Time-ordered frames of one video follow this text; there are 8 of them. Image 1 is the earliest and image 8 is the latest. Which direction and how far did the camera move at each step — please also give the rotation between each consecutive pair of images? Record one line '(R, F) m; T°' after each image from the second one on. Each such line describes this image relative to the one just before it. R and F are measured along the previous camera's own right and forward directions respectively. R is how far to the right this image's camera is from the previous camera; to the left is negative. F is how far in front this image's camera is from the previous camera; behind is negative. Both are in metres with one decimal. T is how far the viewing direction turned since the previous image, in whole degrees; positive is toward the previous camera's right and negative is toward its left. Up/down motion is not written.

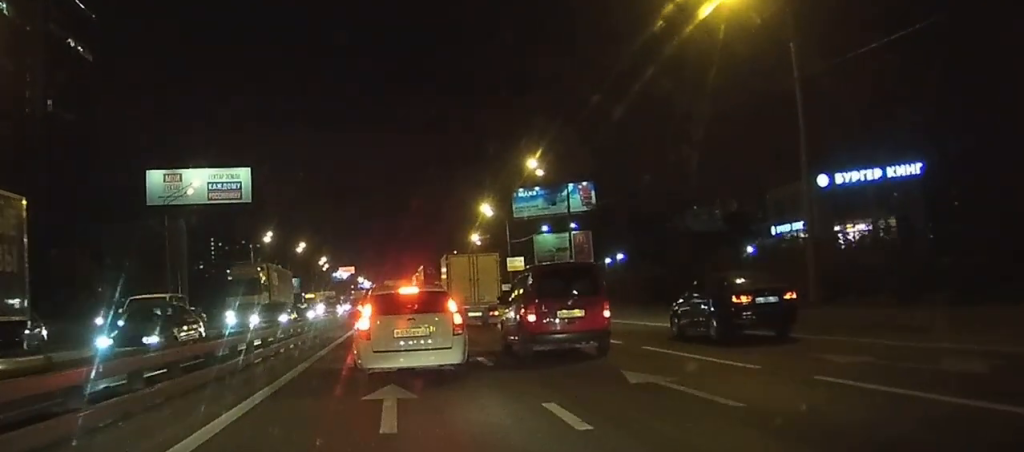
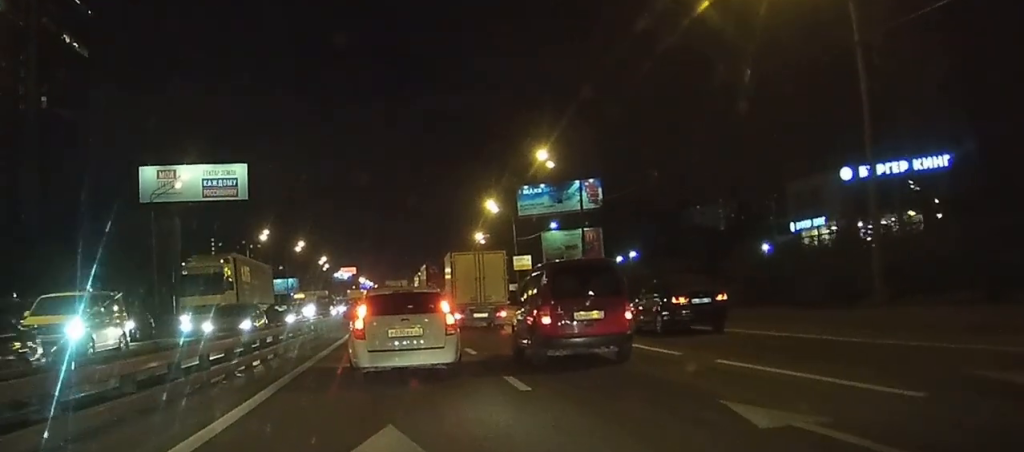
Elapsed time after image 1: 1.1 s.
(+0.1, +4.2) m; +3°
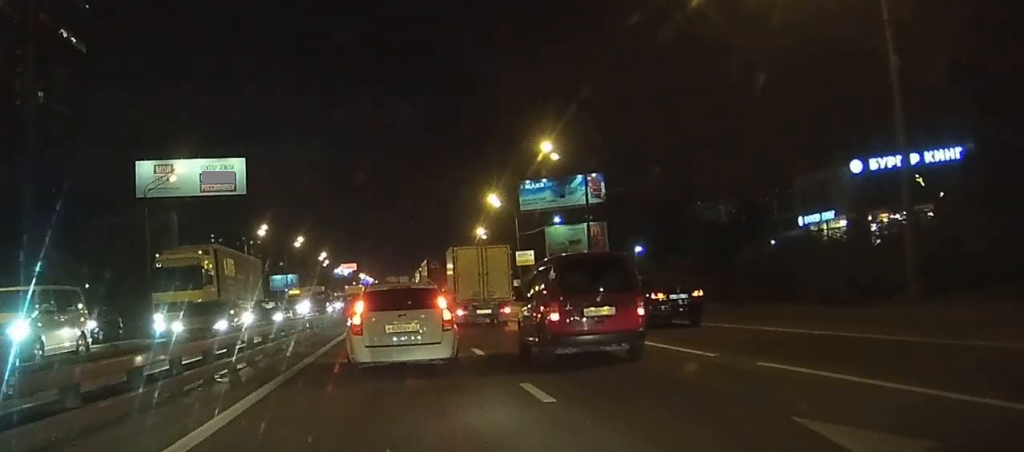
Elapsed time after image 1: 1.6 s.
(+0.1, +1.8) m; 0°
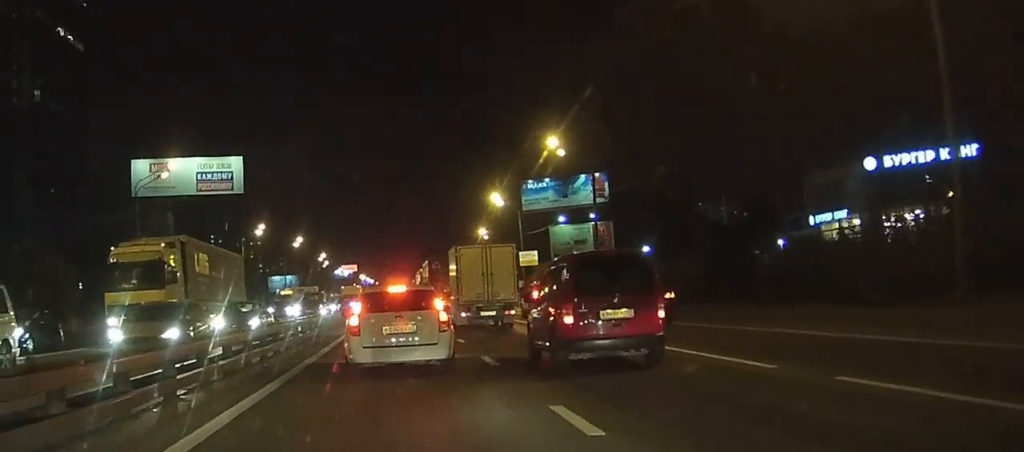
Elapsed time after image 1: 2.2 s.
(-0.1, +2.4) m; -1°
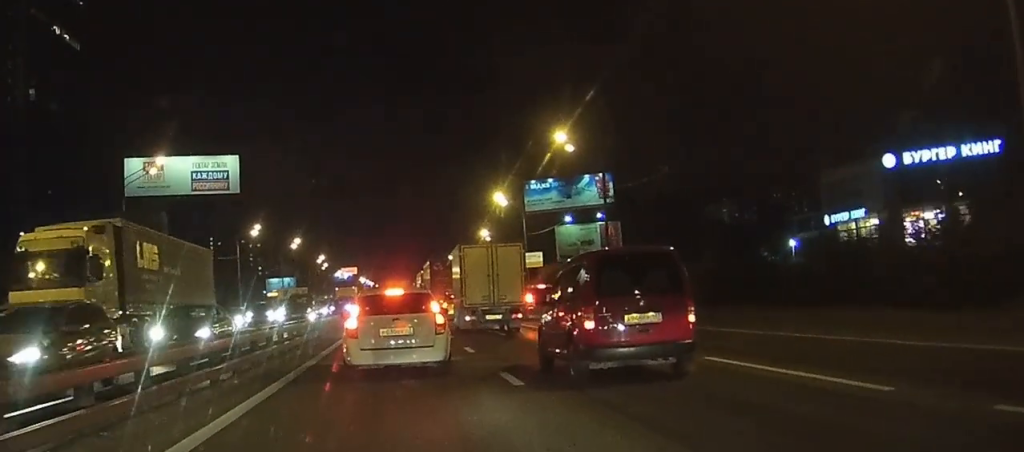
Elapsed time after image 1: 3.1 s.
(-0.1, +3.4) m; 0°
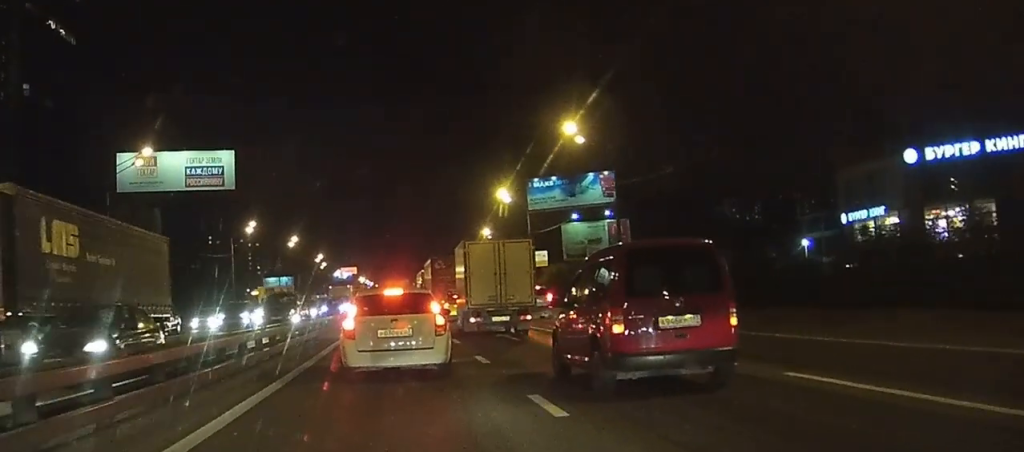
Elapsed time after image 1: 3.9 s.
(+0.1, +3.3) m; +1°
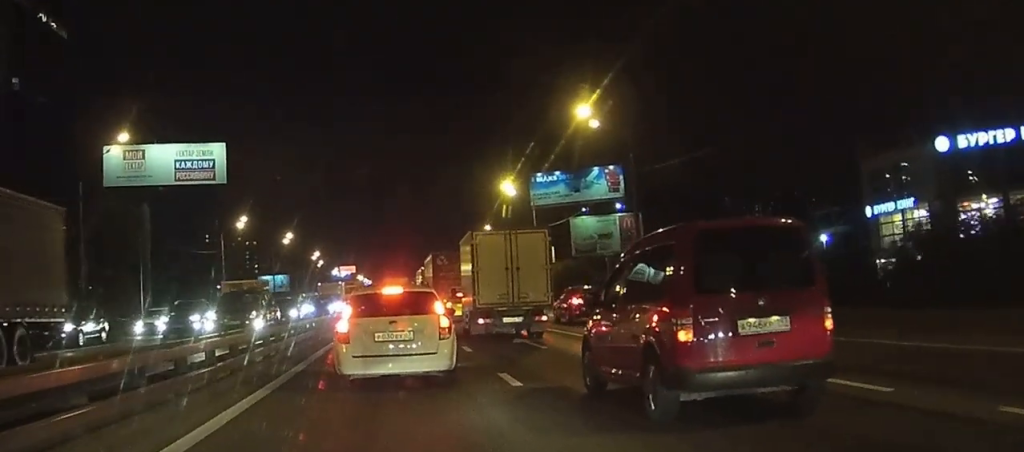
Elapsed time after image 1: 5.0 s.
(0.0, +4.3) m; 0°
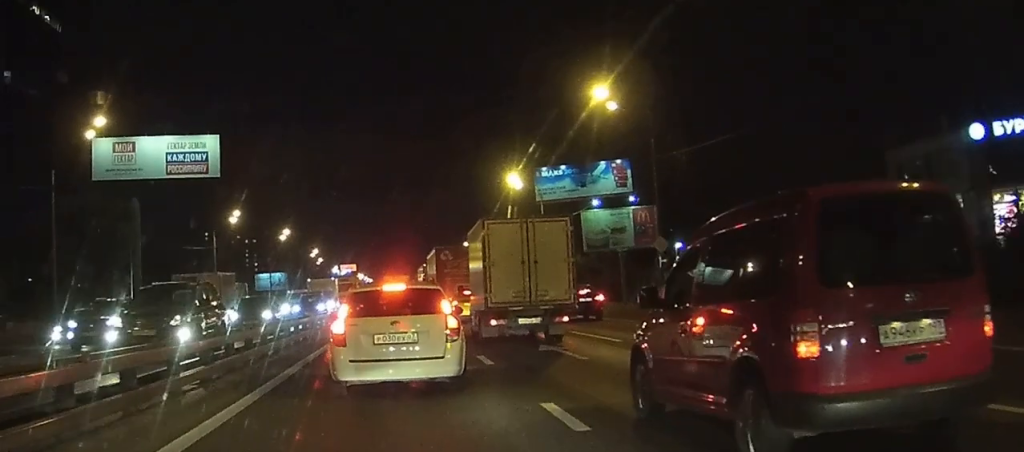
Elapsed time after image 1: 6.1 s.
(0.0, +4.2) m; 0°
